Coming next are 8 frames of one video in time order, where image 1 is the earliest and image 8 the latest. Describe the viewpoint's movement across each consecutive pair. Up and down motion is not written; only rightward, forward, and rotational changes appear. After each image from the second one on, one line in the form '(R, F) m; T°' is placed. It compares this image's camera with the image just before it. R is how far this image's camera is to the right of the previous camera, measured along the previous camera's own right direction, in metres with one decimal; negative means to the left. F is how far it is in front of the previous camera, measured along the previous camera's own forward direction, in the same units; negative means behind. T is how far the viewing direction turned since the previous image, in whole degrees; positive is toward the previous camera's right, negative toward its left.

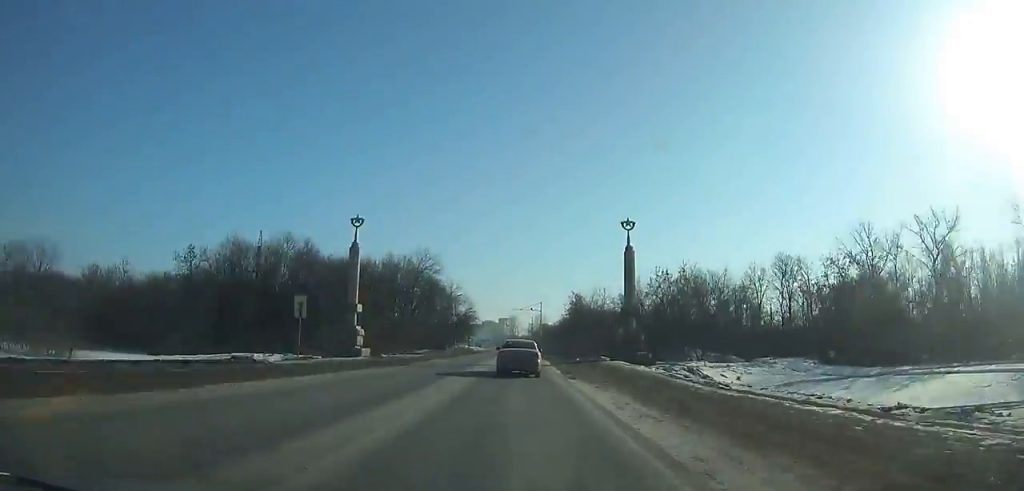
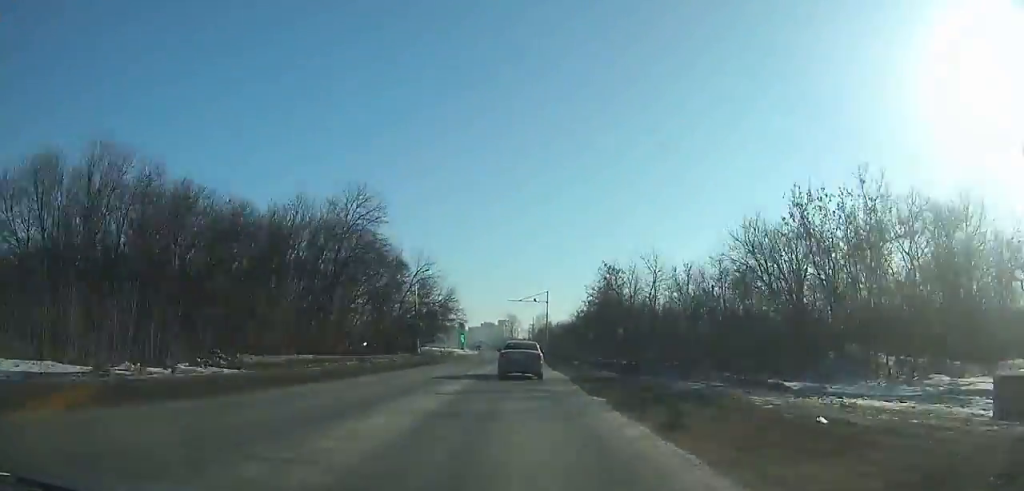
(-0.1, +35.5) m; 0°
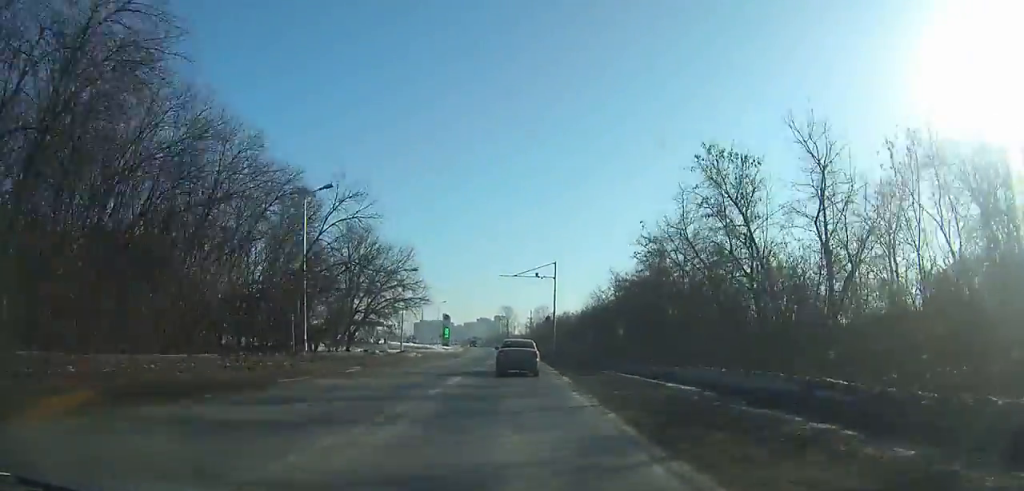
(0.0, +33.7) m; 0°
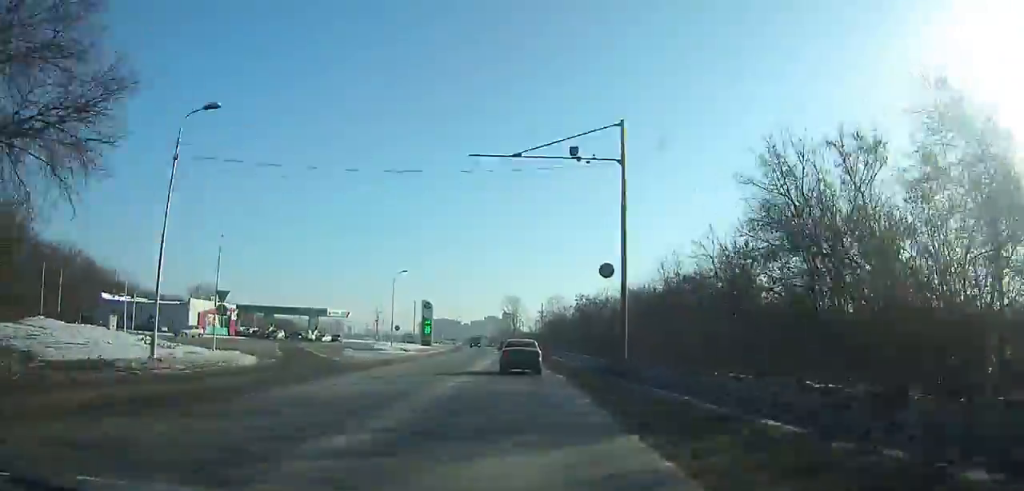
(0.0, +46.8) m; -1°
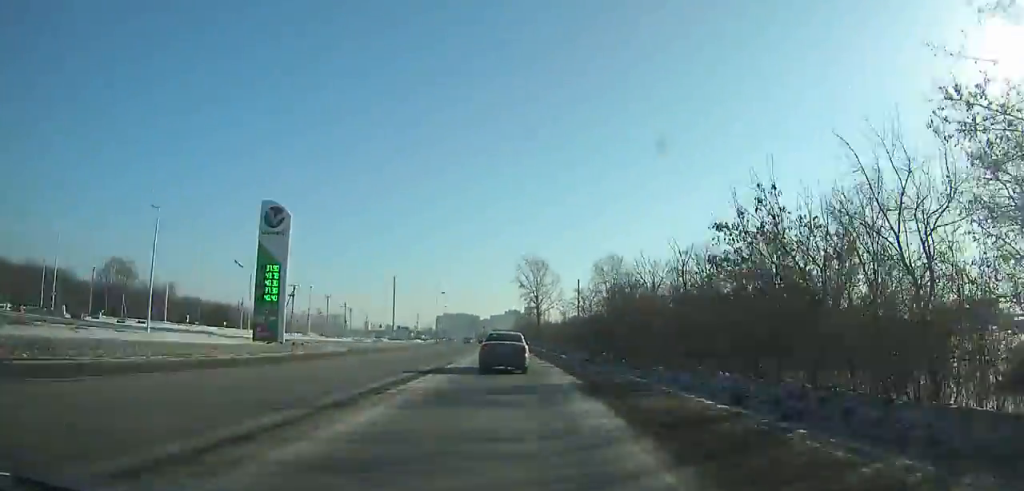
(-2.3, +78.7) m; -4°
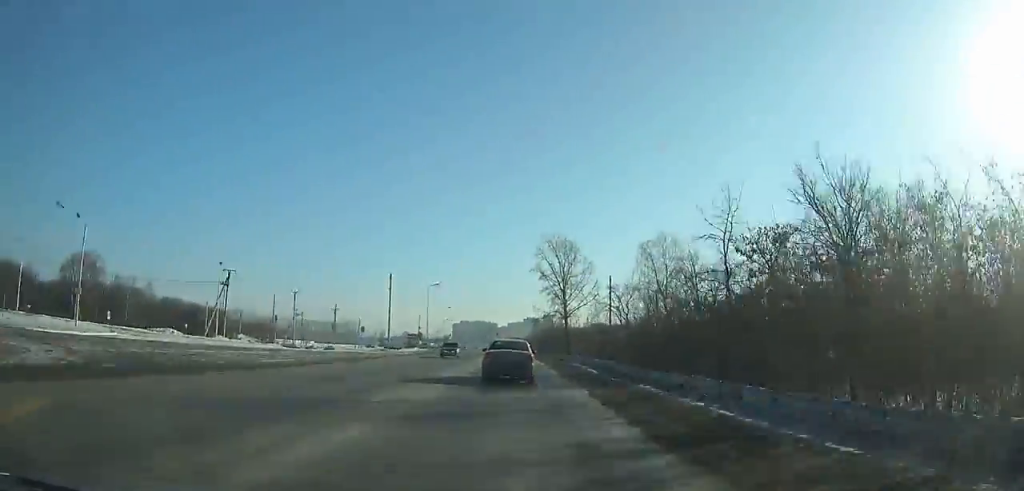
(-0.4, +27.8) m; -1°
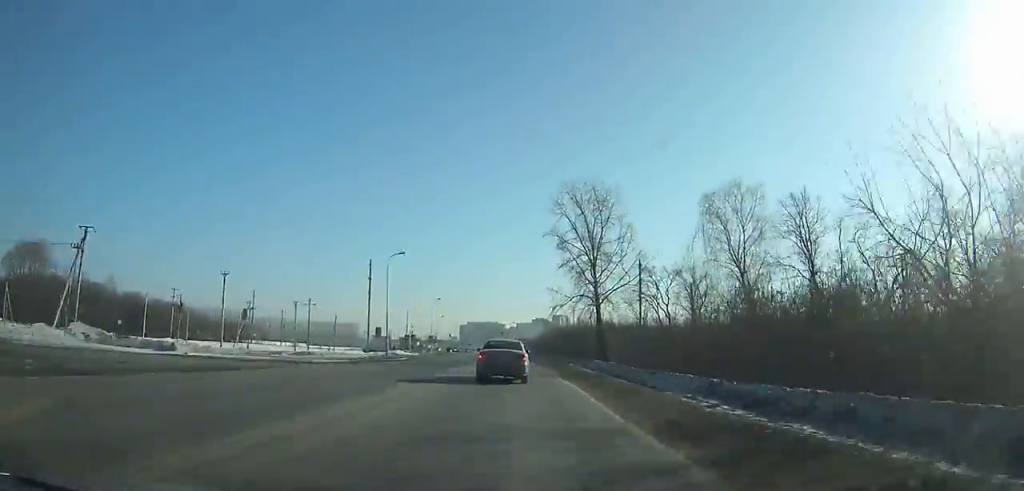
(-0.2, +27.9) m; 0°
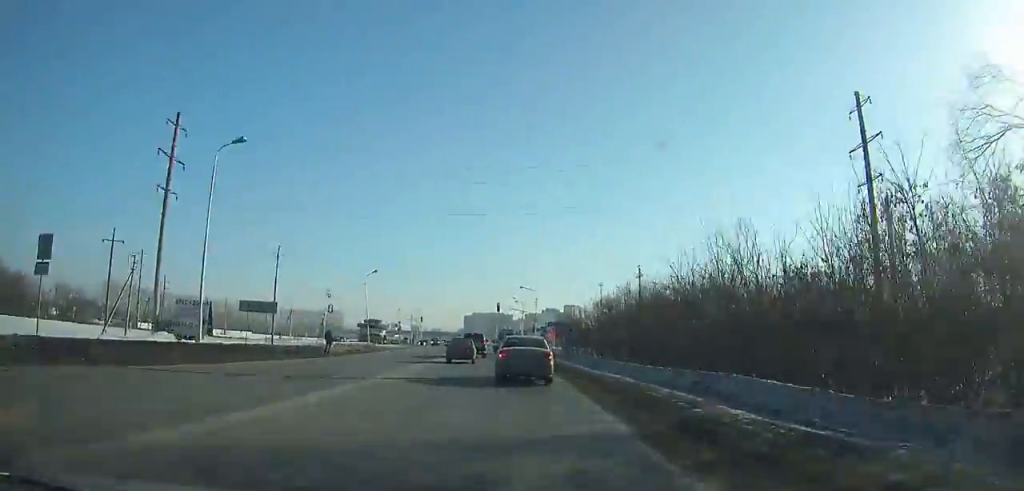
(+0.3, +73.1) m; 0°
